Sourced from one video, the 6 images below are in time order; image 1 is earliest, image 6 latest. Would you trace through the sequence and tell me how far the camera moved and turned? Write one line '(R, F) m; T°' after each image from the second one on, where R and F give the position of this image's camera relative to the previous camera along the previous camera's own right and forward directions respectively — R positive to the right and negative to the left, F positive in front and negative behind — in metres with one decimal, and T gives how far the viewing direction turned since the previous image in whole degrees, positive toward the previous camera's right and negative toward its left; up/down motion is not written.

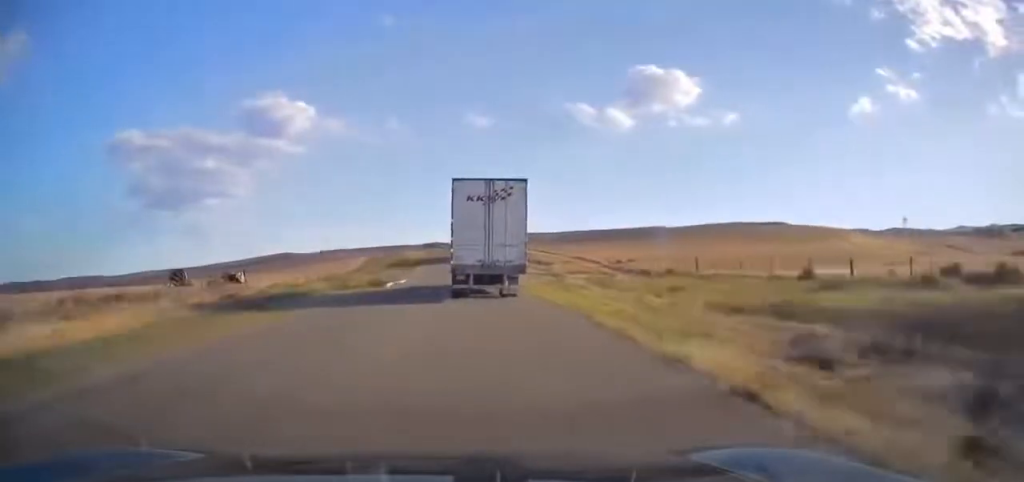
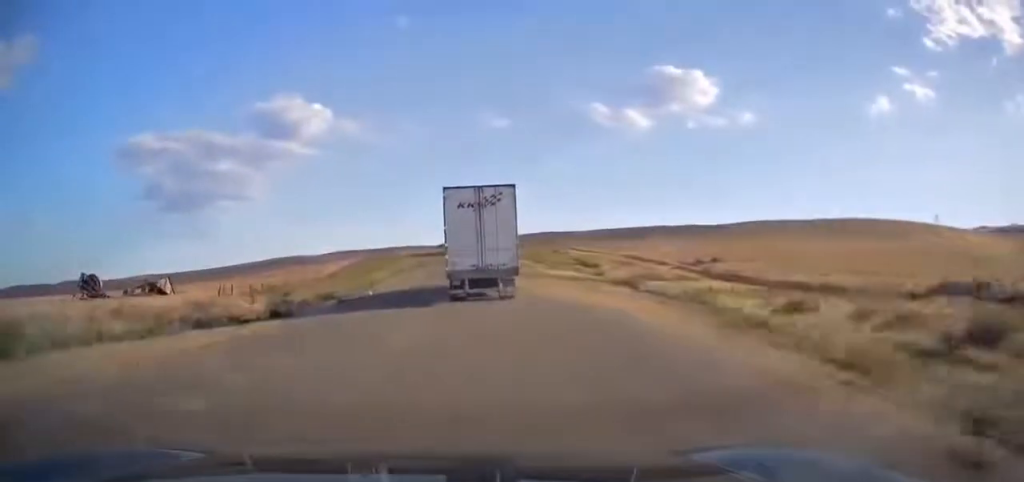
(0.0, +30.9) m; -1°
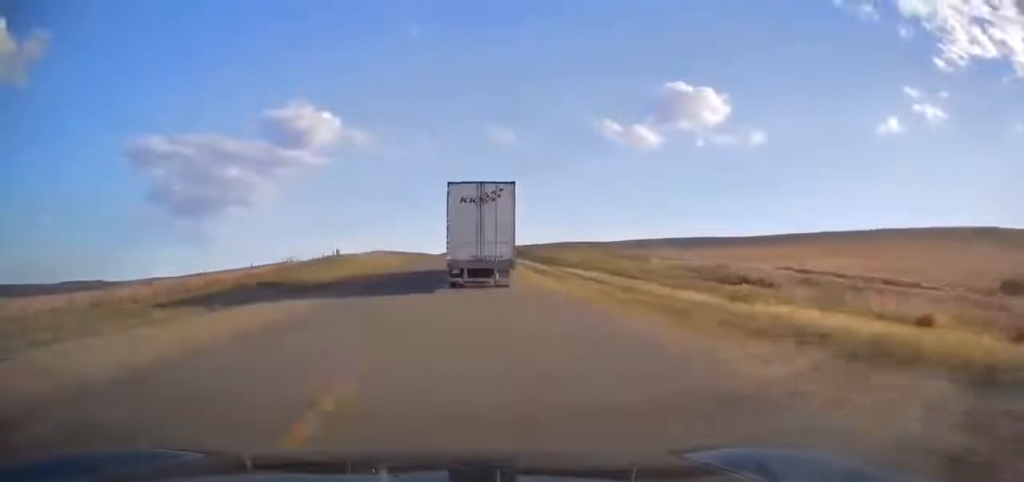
(-1.3, +48.7) m; -1°
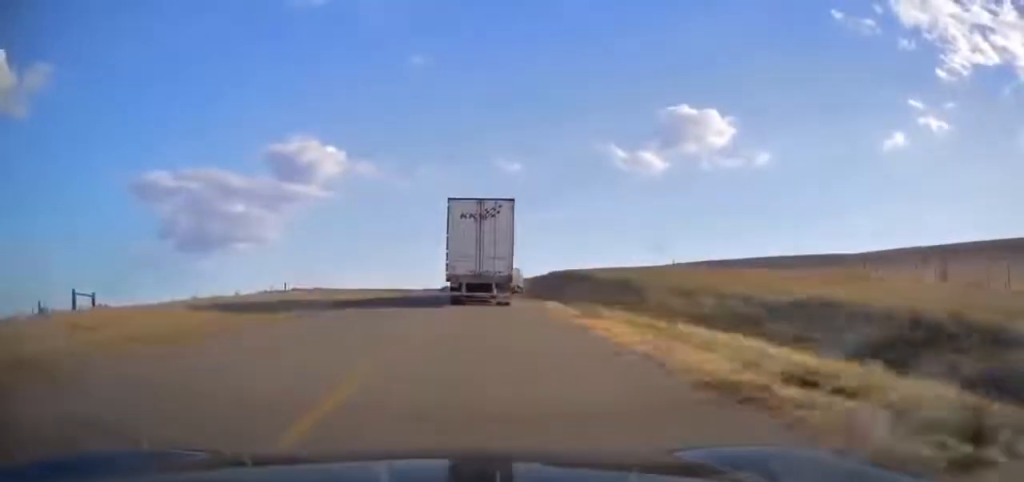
(+0.5, +57.0) m; -1°
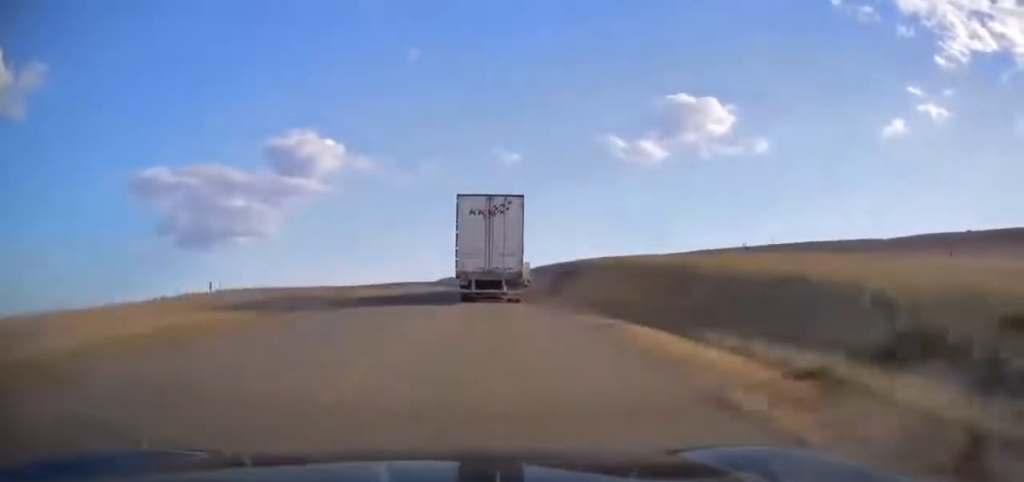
(-0.1, +16.6) m; 0°
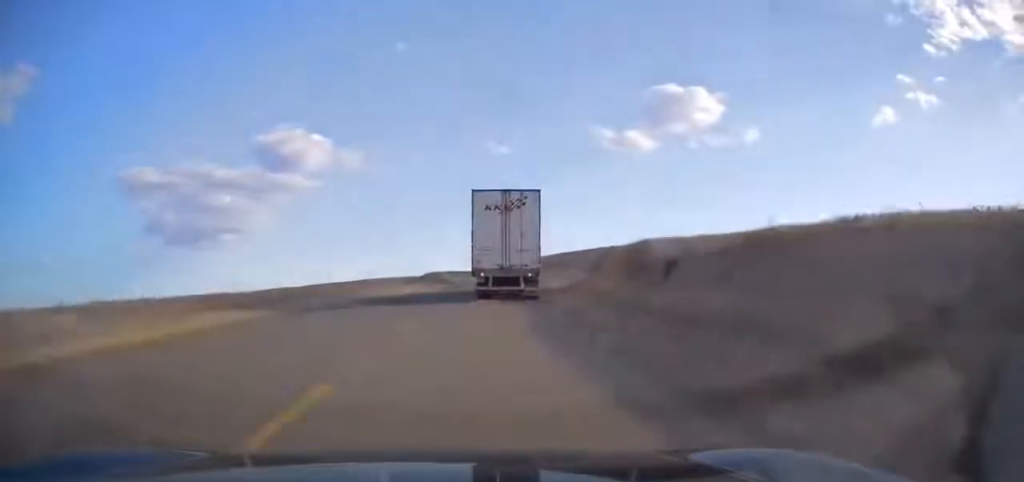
(+0.2, +24.9) m; +1°
